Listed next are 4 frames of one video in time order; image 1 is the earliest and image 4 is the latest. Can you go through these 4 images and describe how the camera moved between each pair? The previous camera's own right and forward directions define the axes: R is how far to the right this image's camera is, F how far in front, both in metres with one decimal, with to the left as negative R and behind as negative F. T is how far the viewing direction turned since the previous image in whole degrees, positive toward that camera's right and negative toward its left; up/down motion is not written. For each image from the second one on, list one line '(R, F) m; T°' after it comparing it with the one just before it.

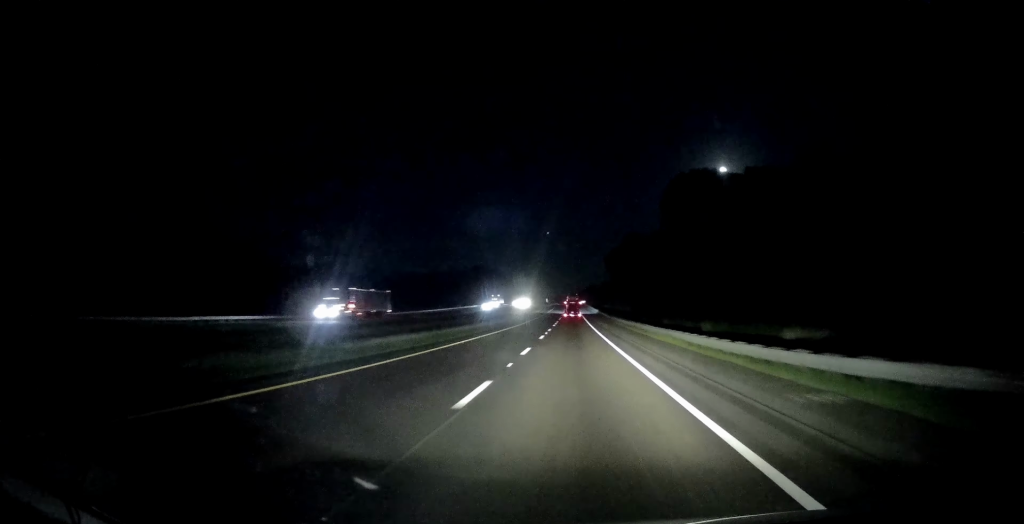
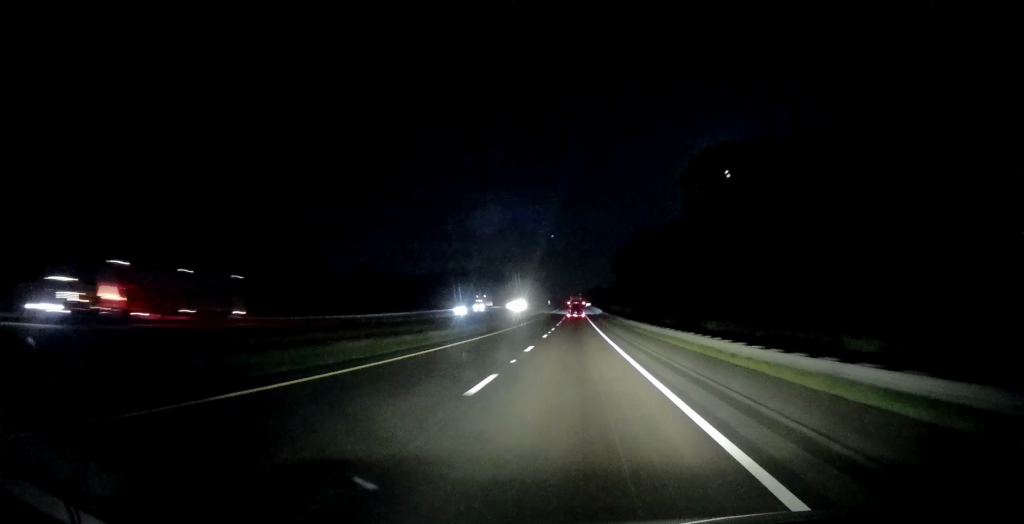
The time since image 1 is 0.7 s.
(-0.2, +22.7) m; 0°
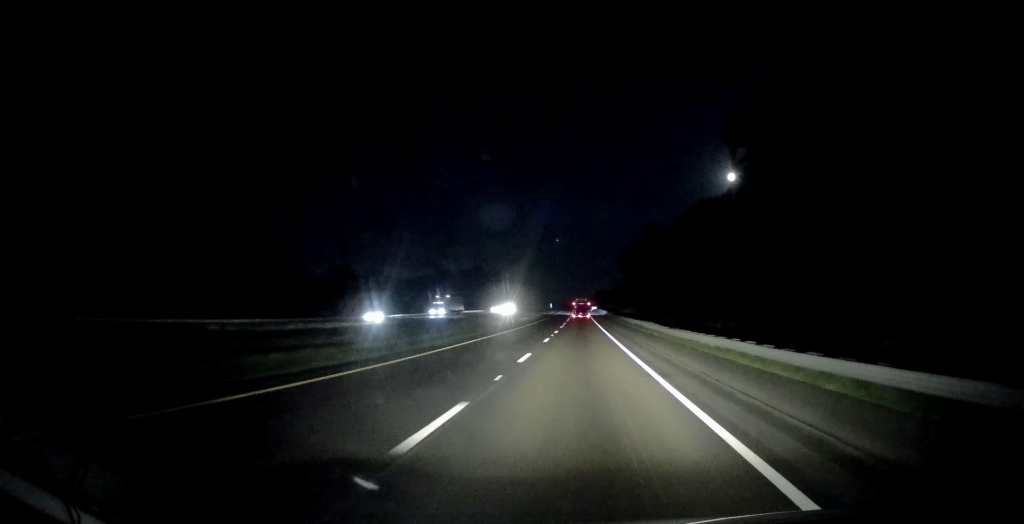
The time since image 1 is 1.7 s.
(0.0, +29.0) m; 0°
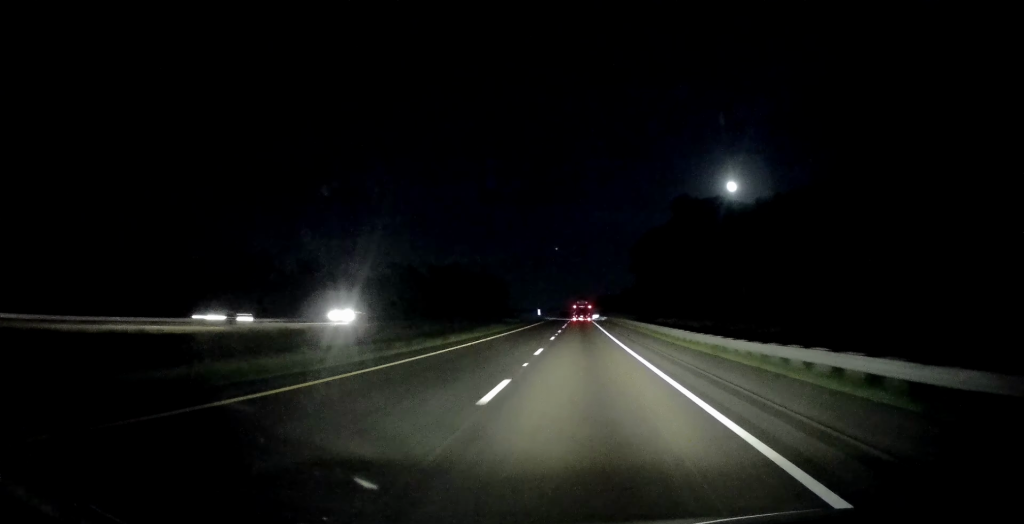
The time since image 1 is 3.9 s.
(-0.8, +69.4) m; 0°
